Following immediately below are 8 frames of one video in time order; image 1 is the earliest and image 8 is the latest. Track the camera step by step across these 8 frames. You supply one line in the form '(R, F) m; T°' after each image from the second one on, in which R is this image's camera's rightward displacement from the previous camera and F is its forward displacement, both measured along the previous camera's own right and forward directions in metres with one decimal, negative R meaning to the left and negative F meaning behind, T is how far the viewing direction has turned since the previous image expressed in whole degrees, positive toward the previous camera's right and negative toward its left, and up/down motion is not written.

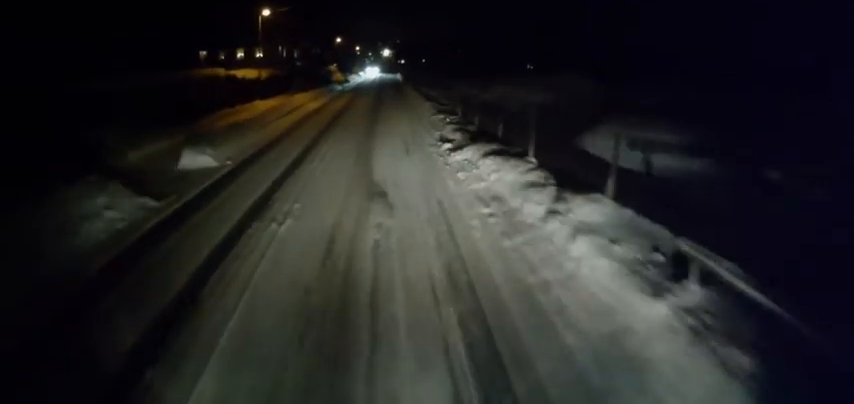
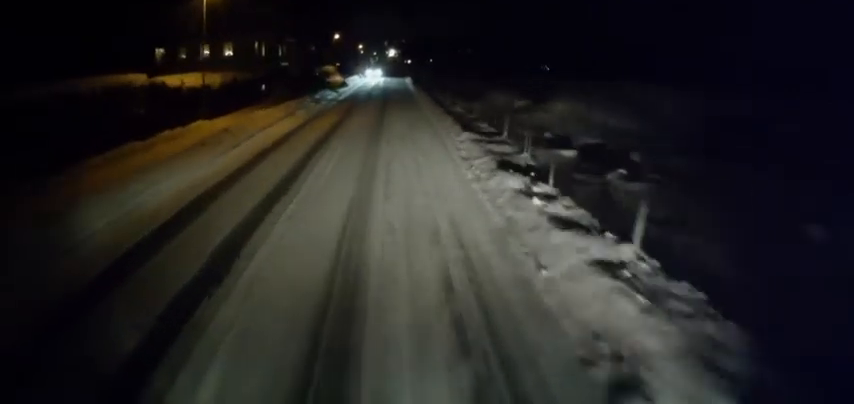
(0.0, +11.7) m; -1°
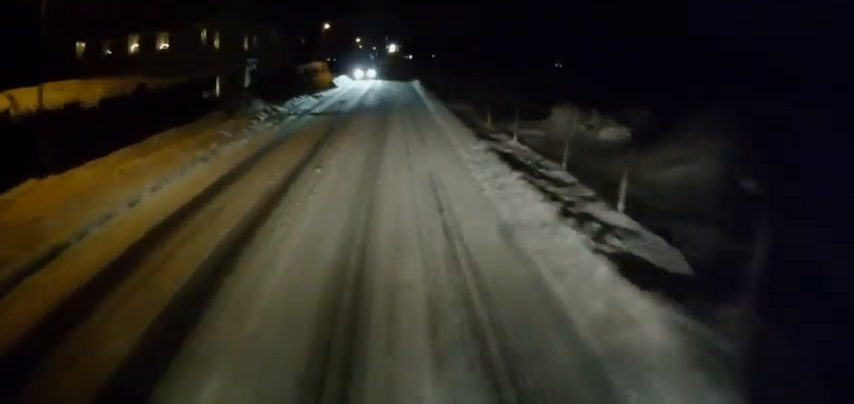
(-0.4, +12.0) m; -2°
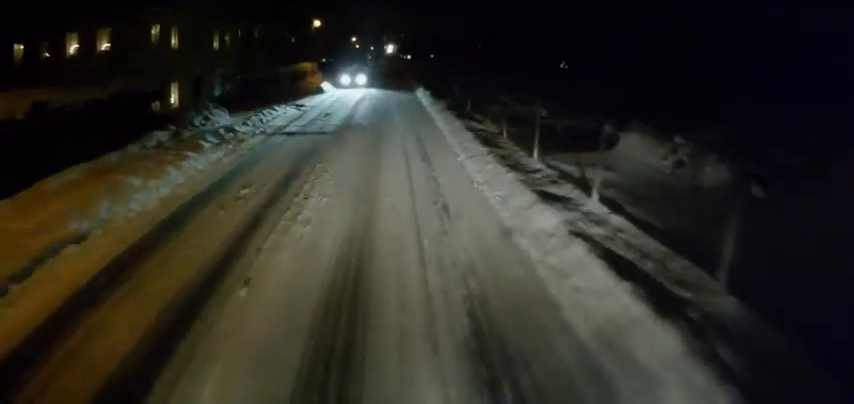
(0.0, +6.4) m; +1°
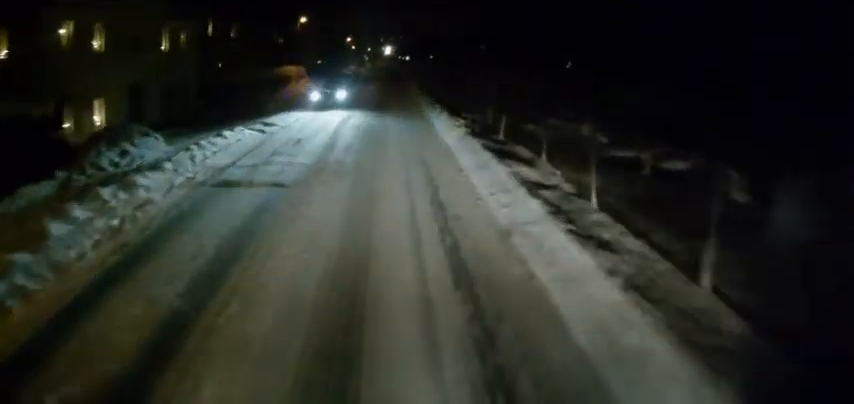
(+0.1, +7.8) m; +2°
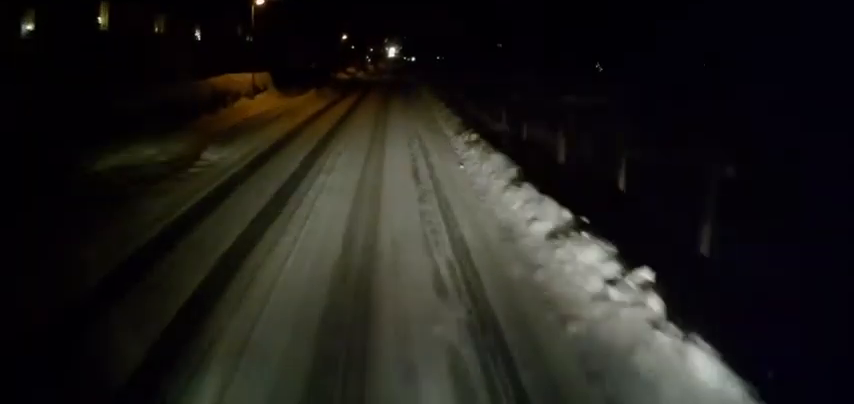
(+0.1, +17.2) m; 0°
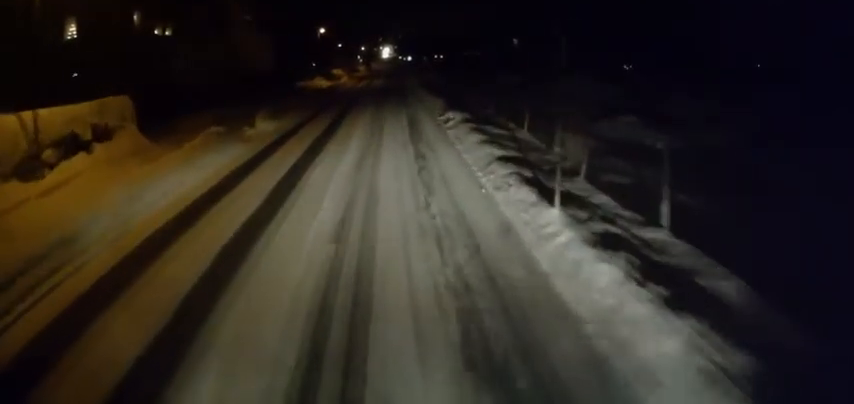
(0.0, +19.3) m; -1°
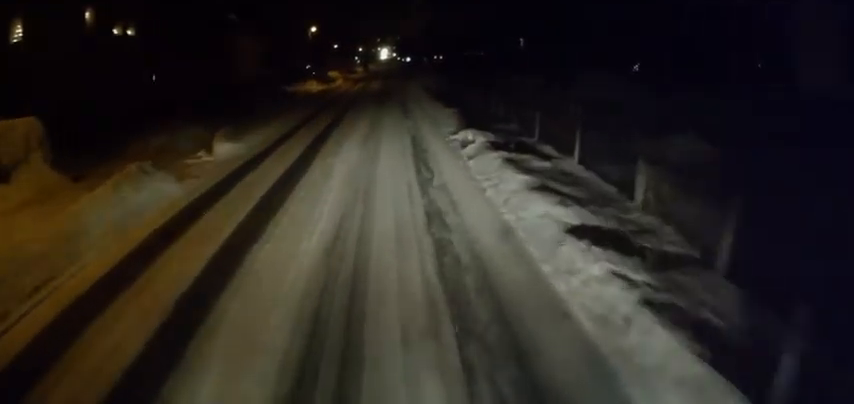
(-0.1, +5.2) m; -1°
